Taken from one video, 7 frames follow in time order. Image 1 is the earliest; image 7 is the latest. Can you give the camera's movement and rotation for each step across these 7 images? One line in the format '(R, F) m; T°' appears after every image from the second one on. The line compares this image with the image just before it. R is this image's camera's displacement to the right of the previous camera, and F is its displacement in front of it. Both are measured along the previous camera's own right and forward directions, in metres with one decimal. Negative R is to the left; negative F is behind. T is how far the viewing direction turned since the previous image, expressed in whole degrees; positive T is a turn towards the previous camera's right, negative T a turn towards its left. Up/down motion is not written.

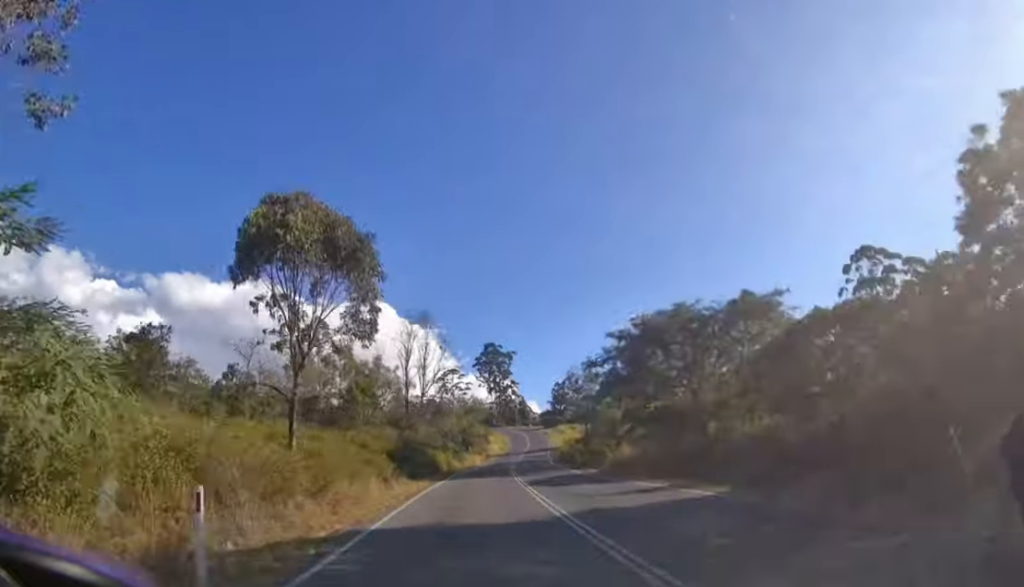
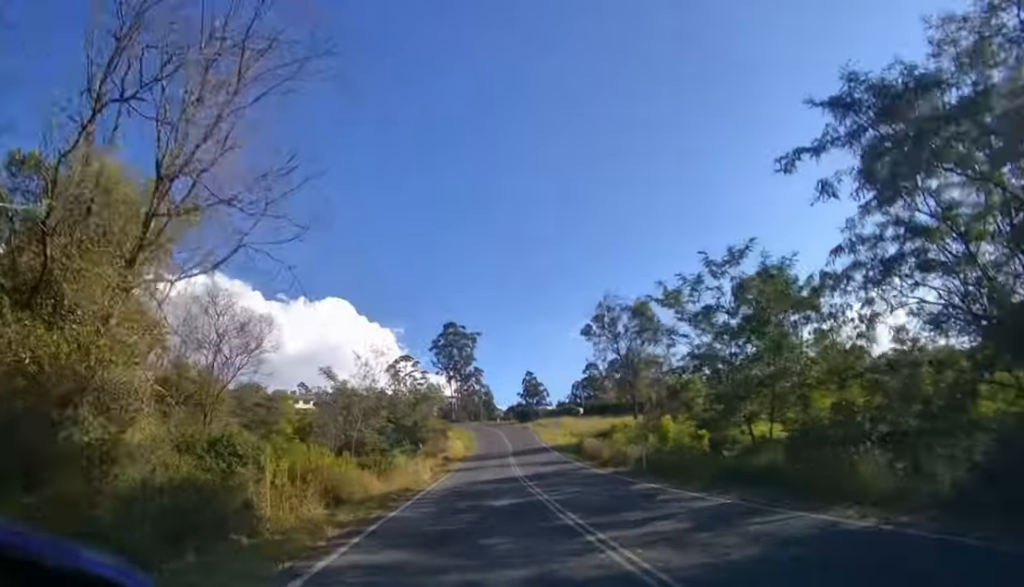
(+1.0, +28.3) m; +4°
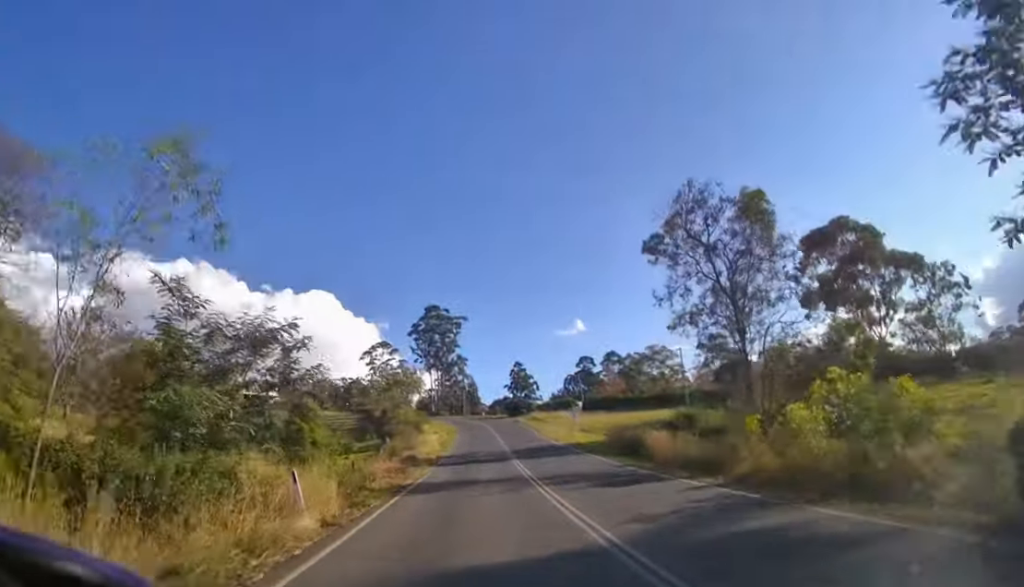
(+0.3, +15.1) m; +2°
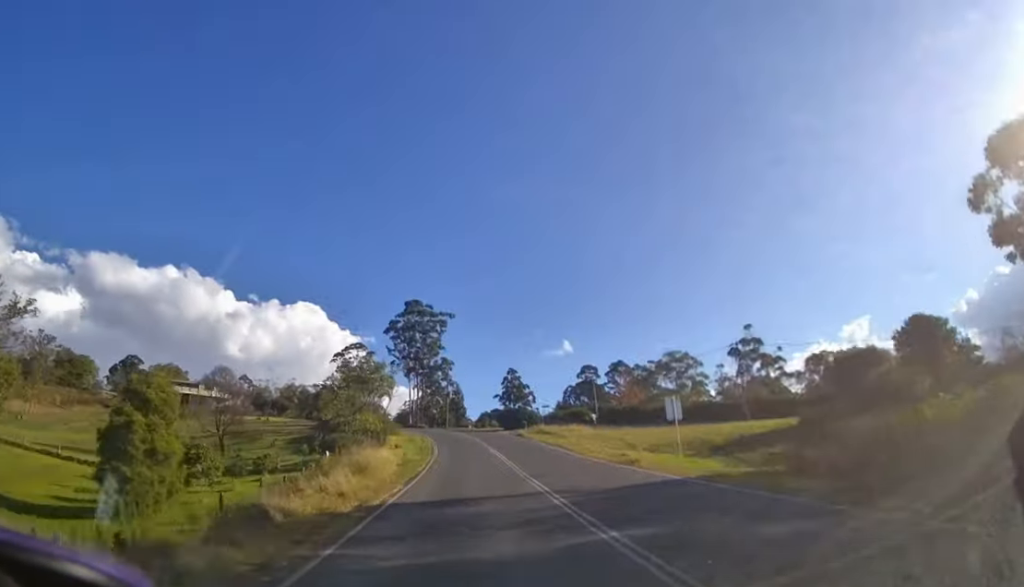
(+0.5, +21.6) m; +2°
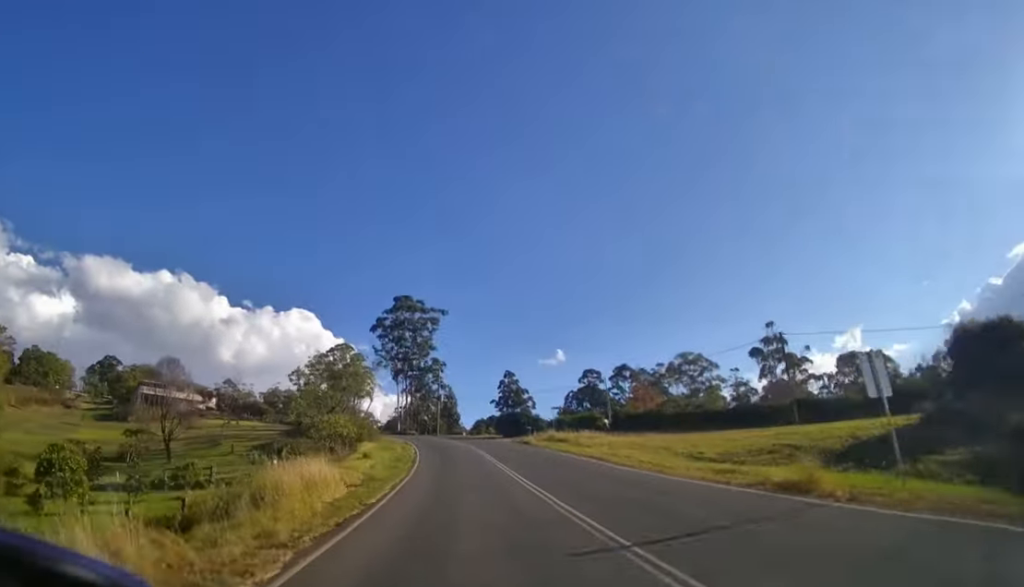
(+0.1, +10.5) m; 0°
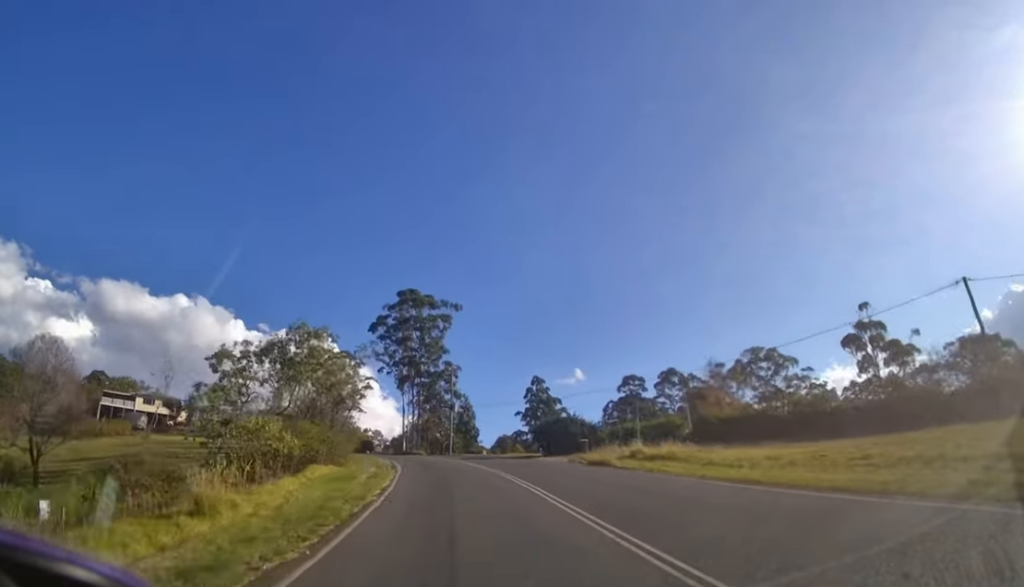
(0.0, +20.1) m; -1°
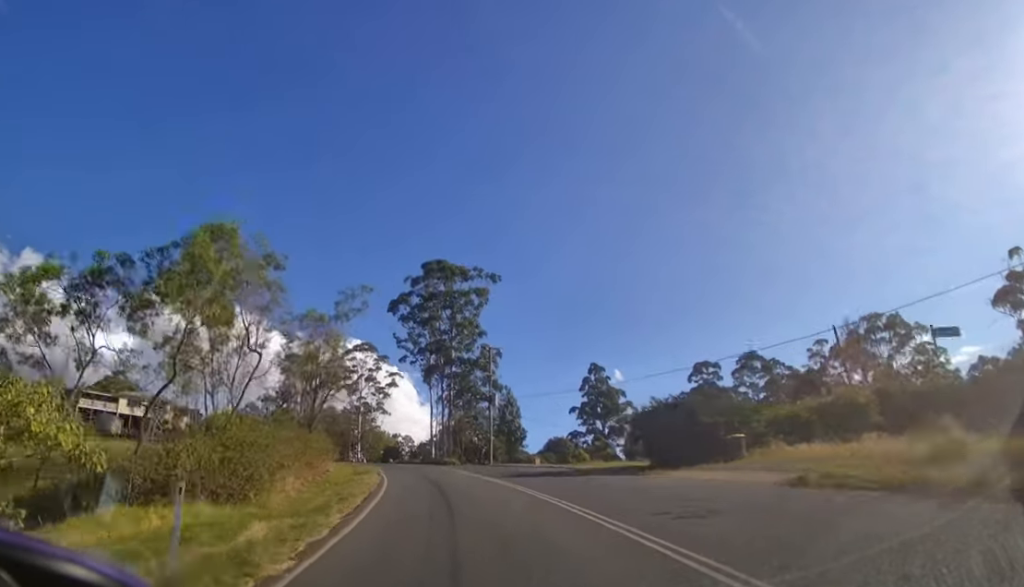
(-0.3, +17.4) m; -3°
